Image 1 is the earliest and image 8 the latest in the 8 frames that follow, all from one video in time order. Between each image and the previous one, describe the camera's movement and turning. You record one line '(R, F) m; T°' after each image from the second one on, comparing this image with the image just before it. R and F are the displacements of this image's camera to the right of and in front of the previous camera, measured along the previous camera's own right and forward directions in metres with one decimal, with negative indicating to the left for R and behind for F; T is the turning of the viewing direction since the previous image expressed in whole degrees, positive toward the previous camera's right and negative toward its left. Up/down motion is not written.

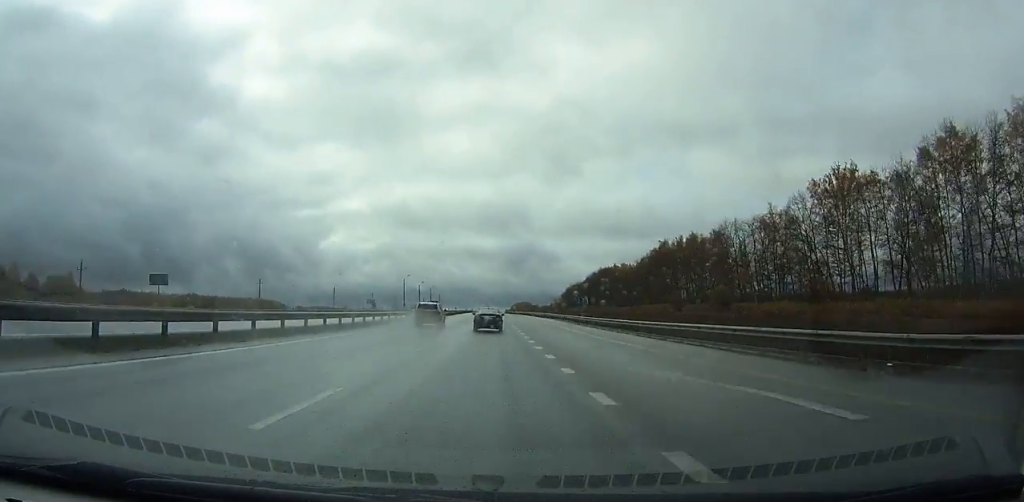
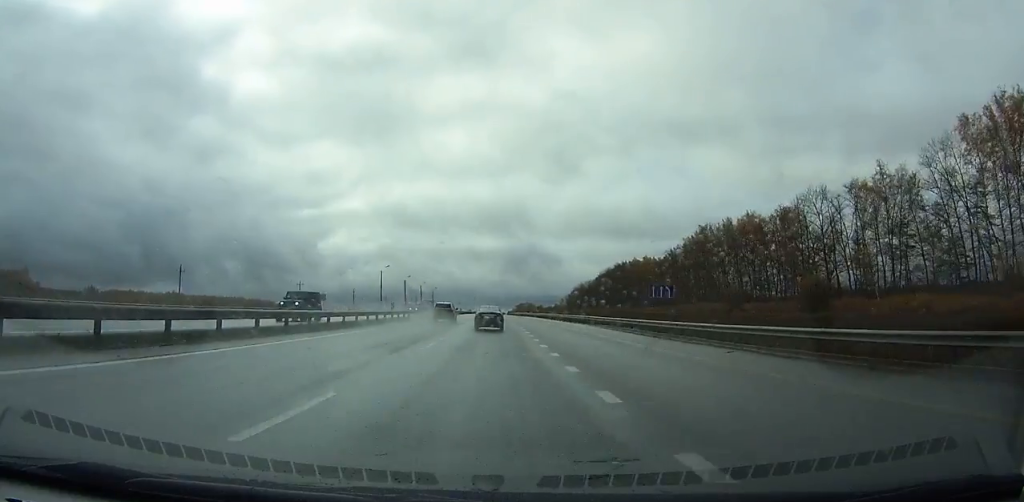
(0.0, +36.9) m; 0°
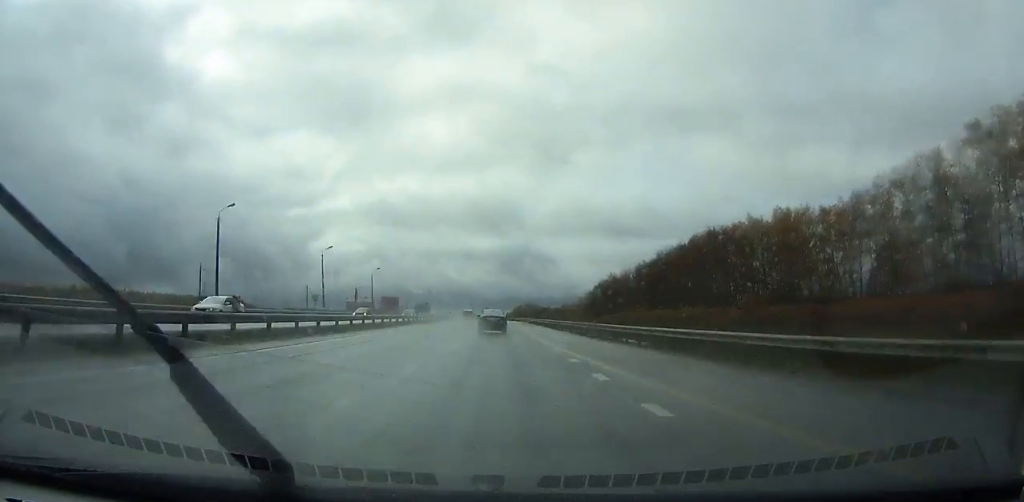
(0.0, +112.8) m; 0°
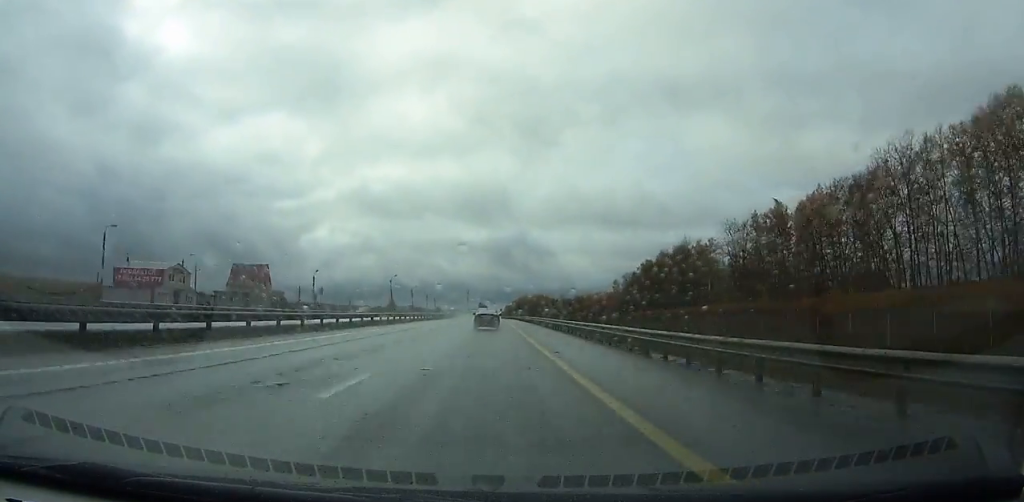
(+0.3, +120.7) m; 0°
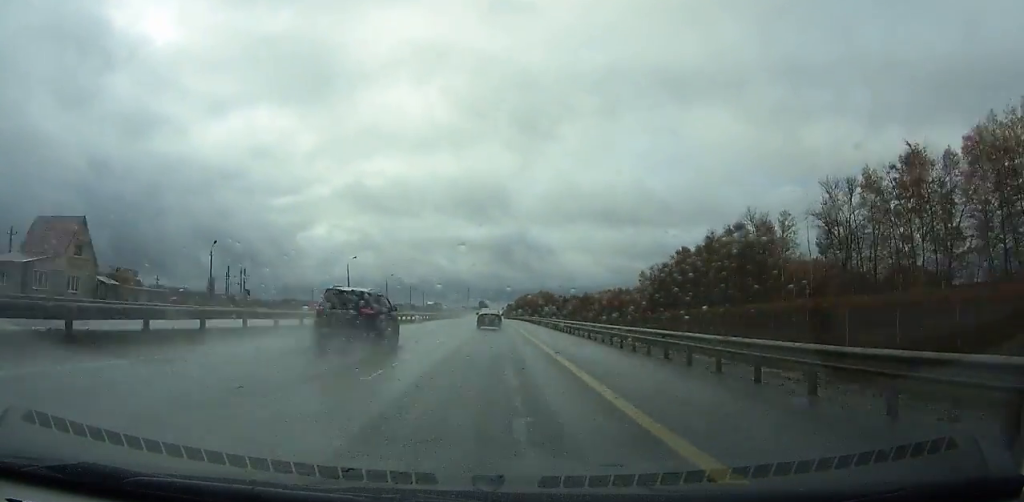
(-0.2, +45.1) m; 0°
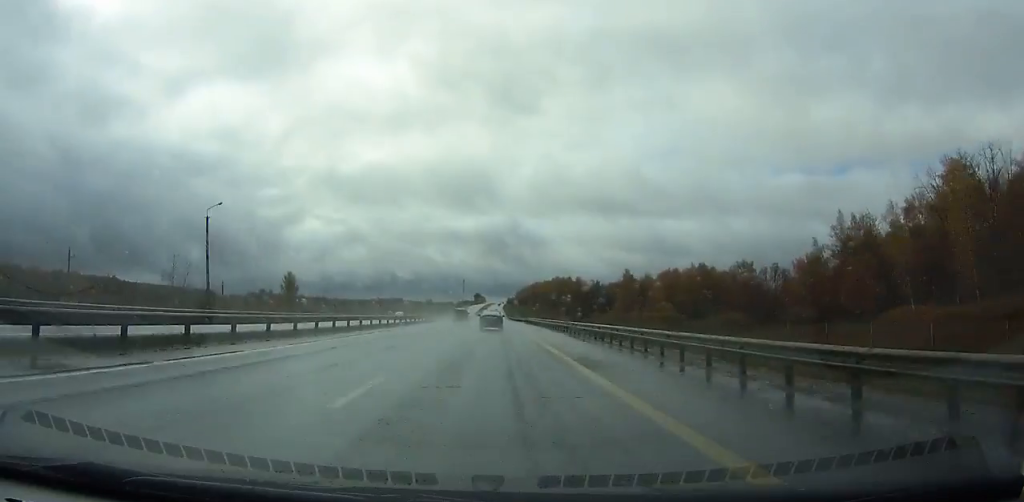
(-0.3, +158.0) m; 0°
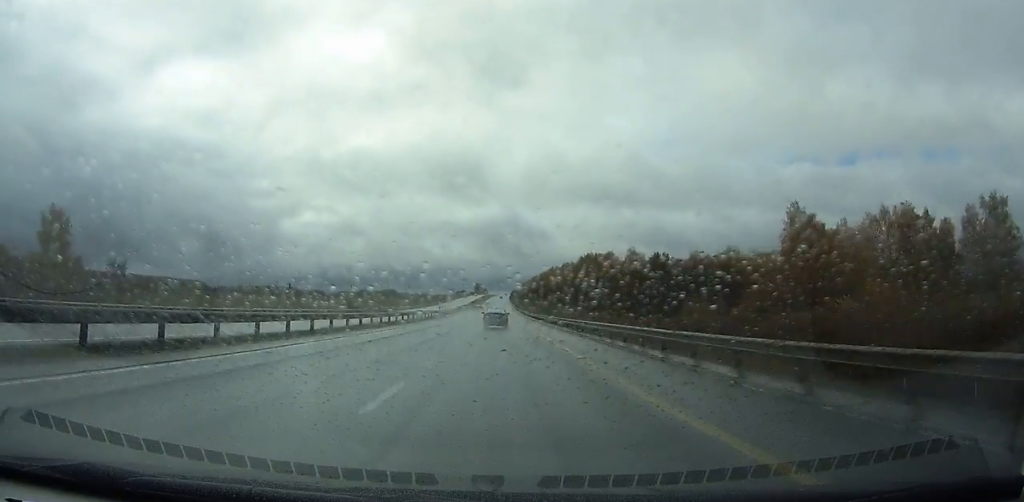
(+0.1, +117.9) m; 0°
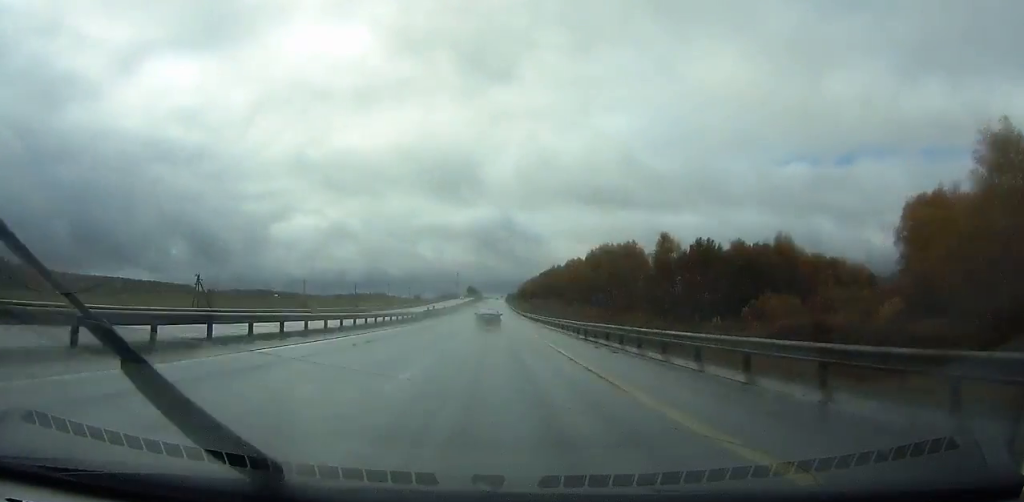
(+0.1, +44.6) m; 0°
